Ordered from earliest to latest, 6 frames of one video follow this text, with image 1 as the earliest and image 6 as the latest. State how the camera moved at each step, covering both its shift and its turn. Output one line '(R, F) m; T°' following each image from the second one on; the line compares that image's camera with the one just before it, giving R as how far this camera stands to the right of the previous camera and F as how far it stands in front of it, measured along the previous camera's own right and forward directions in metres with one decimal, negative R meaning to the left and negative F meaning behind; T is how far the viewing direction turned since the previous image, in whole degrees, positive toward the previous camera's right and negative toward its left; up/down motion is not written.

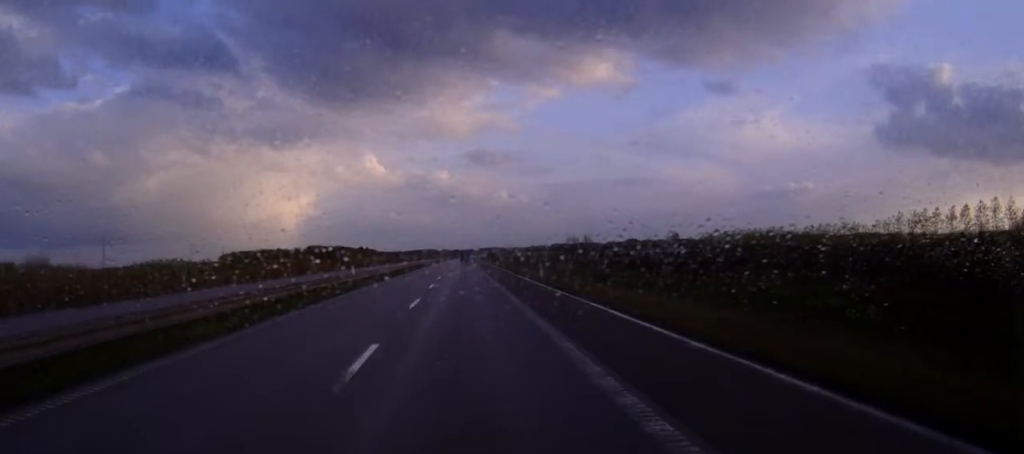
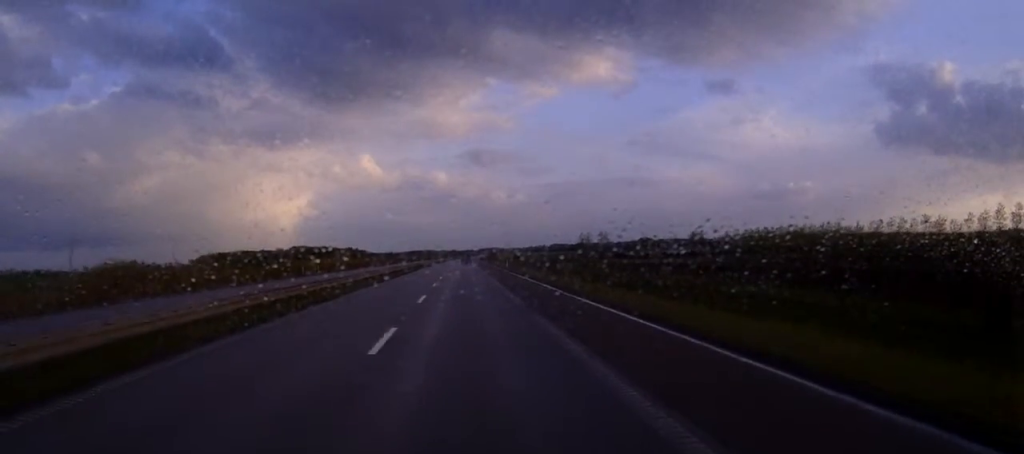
(0.0, +56.3) m; 0°
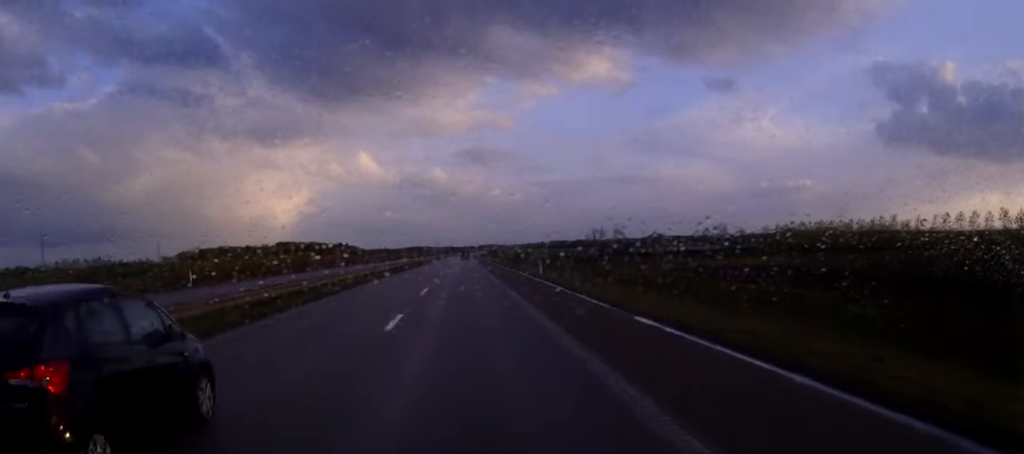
(0.0, +42.3) m; 0°
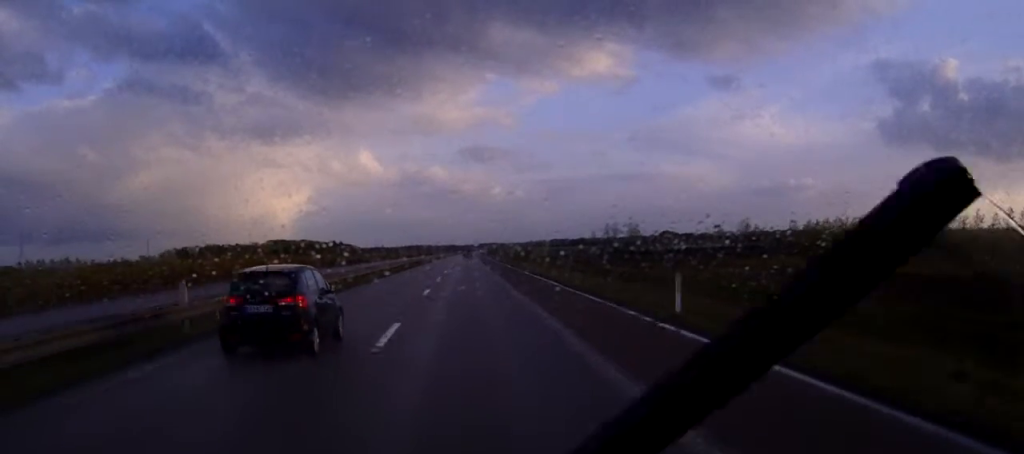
(+0.1, +32.5) m; 0°
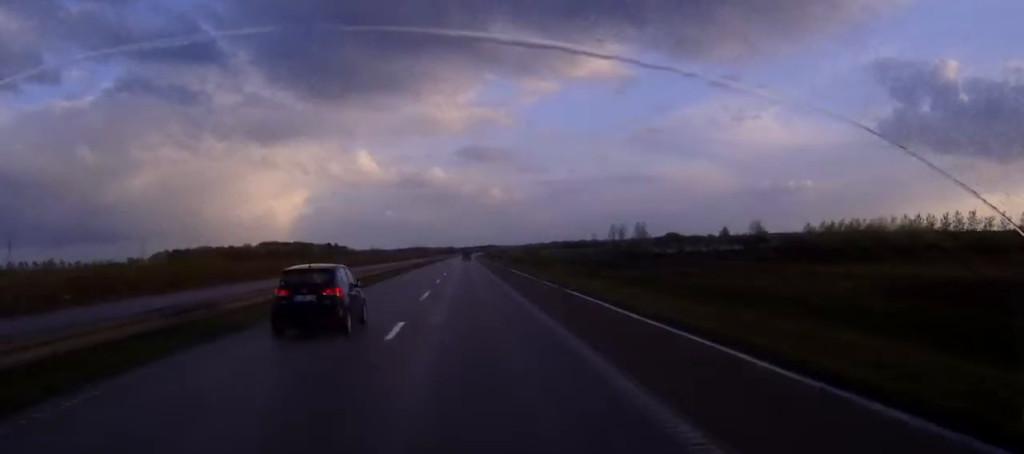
(0.0, +14.0) m; 0°
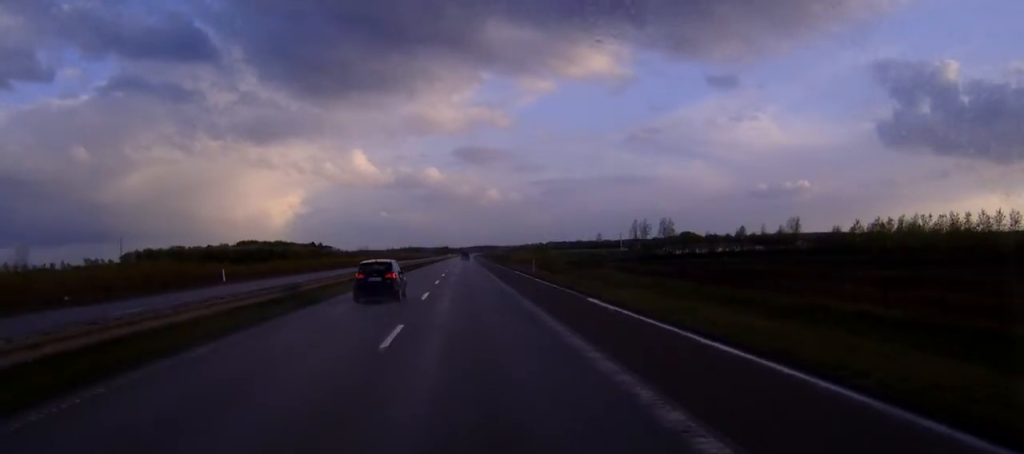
(+0.1, +45.7) m; 0°
